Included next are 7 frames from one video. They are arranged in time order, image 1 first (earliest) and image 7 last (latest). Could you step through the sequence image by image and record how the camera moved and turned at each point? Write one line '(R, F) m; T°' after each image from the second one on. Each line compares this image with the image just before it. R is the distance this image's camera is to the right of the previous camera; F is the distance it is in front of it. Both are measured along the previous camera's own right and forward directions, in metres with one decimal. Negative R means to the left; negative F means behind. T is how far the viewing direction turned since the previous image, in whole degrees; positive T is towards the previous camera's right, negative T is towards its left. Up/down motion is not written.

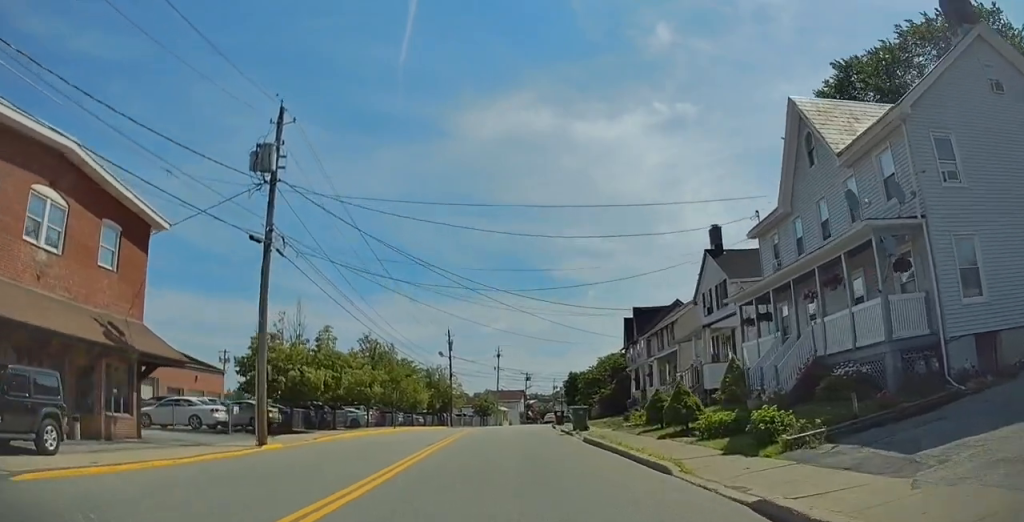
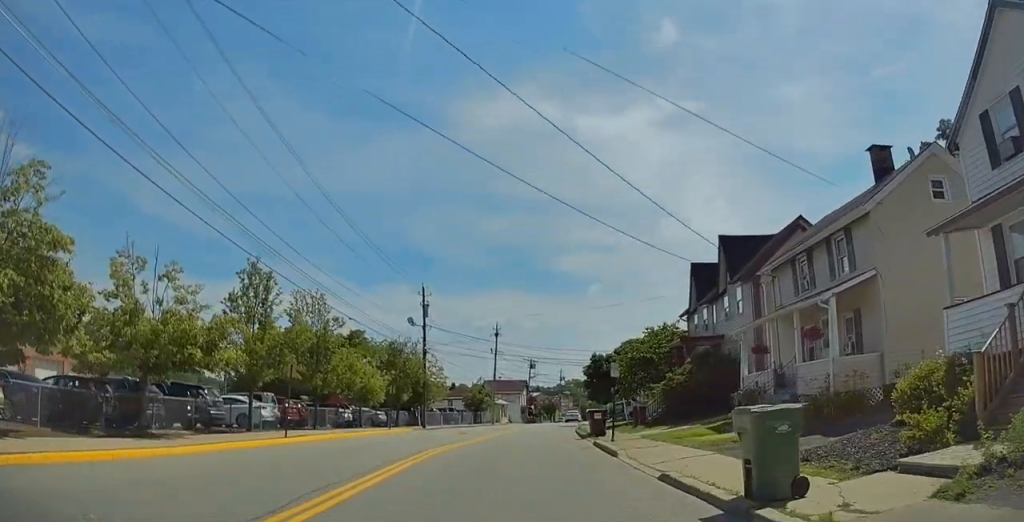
(+0.4, +21.5) m; +3°
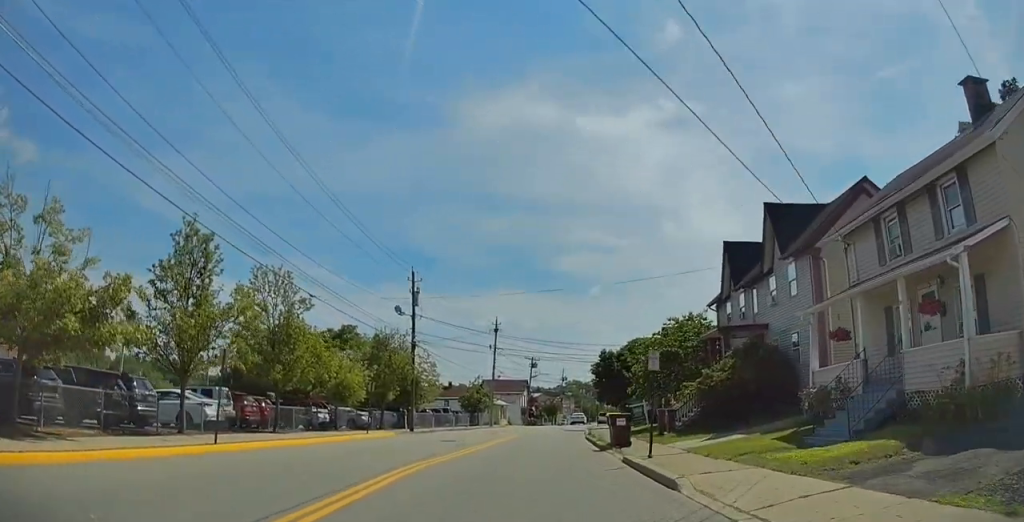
(+0.2, +5.7) m; 0°
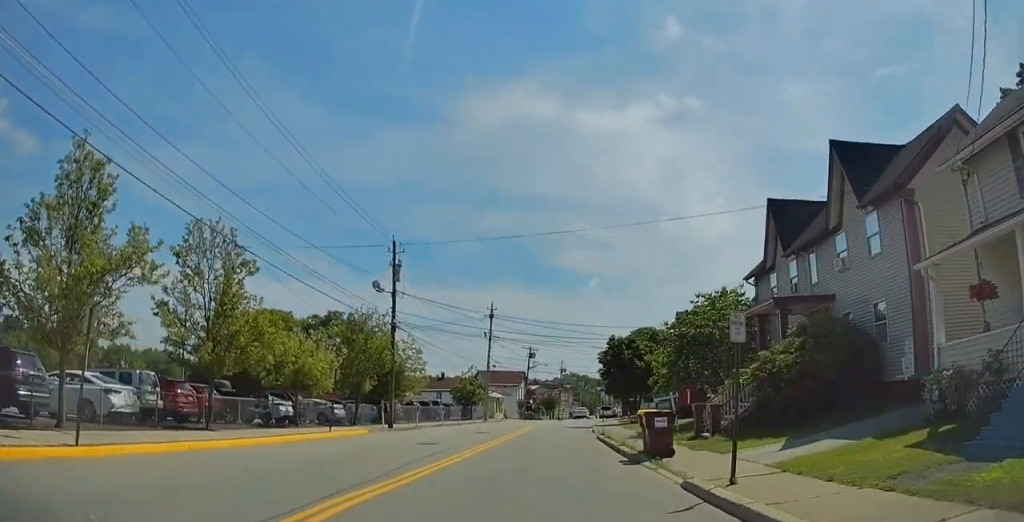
(-0.1, +6.1) m; -1°
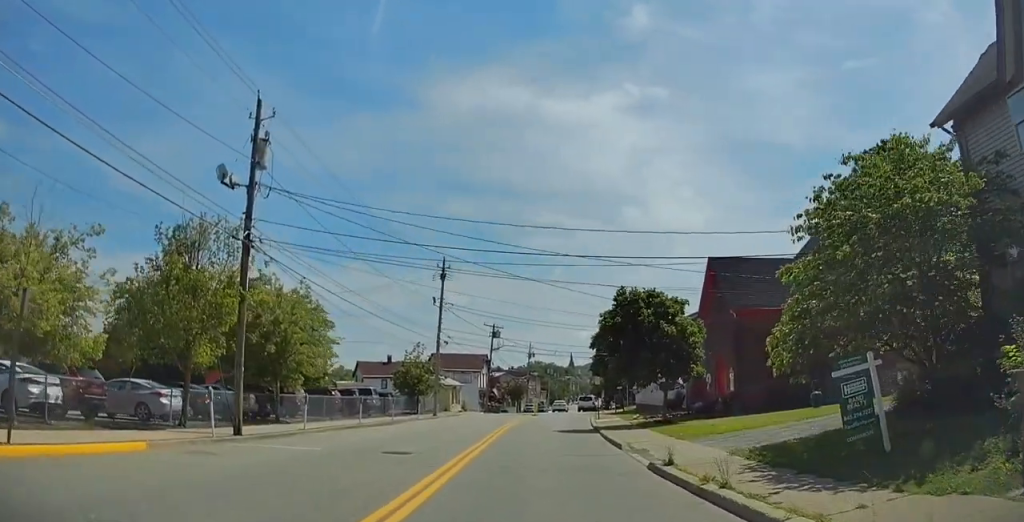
(-0.4, +17.0) m; 0°
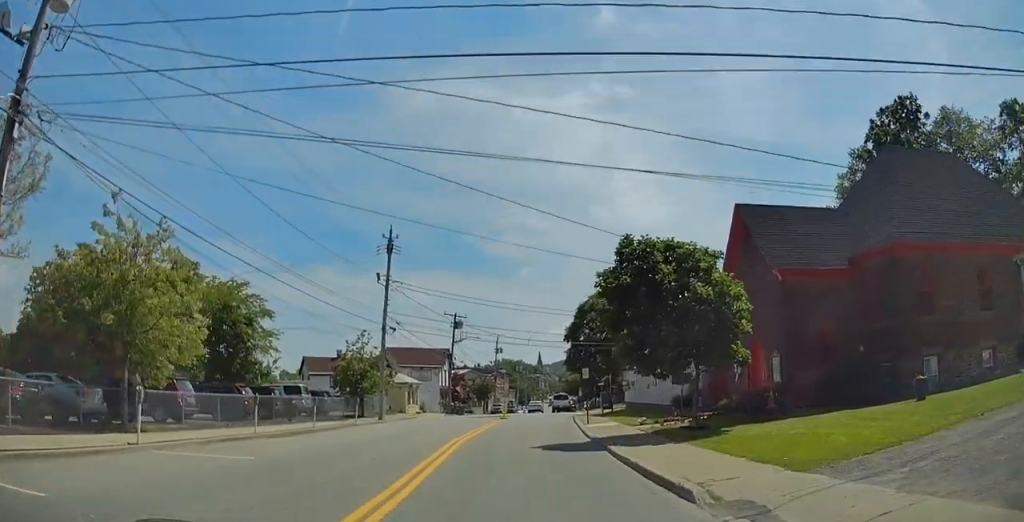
(+0.3, +9.7) m; +4°
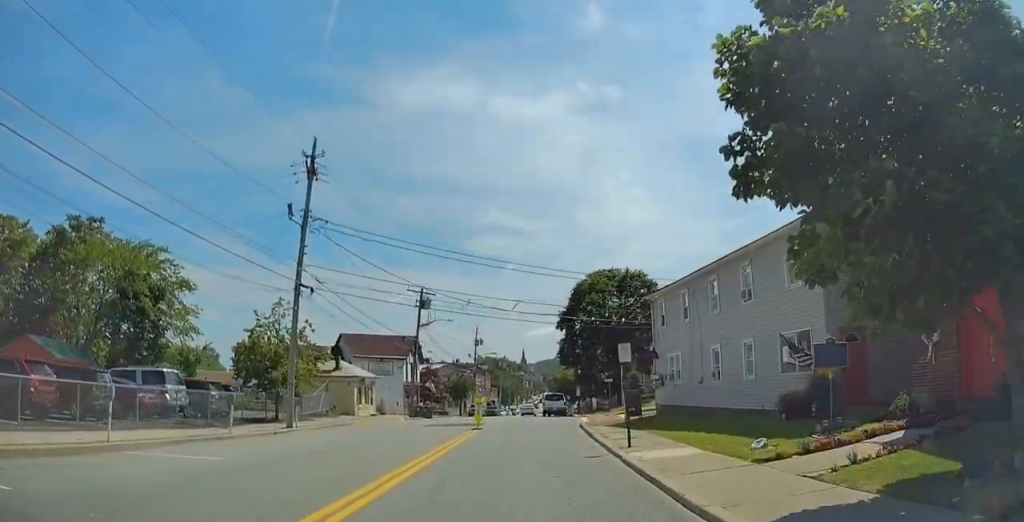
(+0.7, +14.6) m; +5°
